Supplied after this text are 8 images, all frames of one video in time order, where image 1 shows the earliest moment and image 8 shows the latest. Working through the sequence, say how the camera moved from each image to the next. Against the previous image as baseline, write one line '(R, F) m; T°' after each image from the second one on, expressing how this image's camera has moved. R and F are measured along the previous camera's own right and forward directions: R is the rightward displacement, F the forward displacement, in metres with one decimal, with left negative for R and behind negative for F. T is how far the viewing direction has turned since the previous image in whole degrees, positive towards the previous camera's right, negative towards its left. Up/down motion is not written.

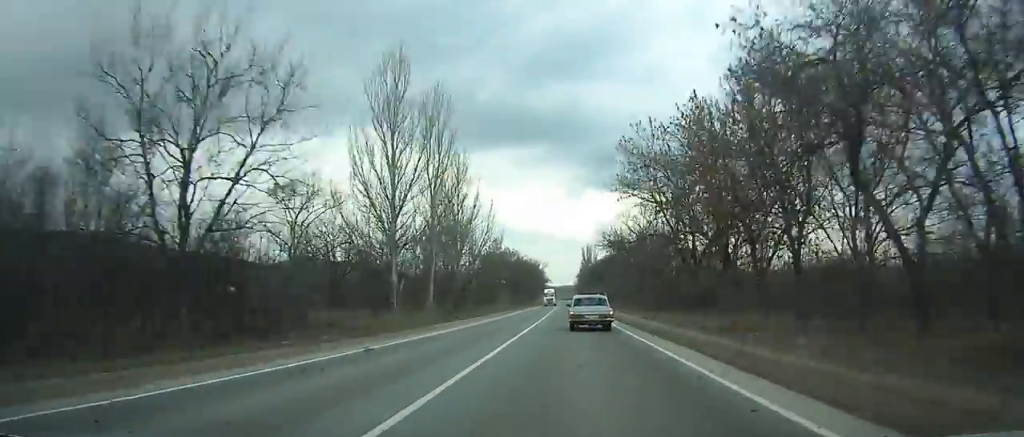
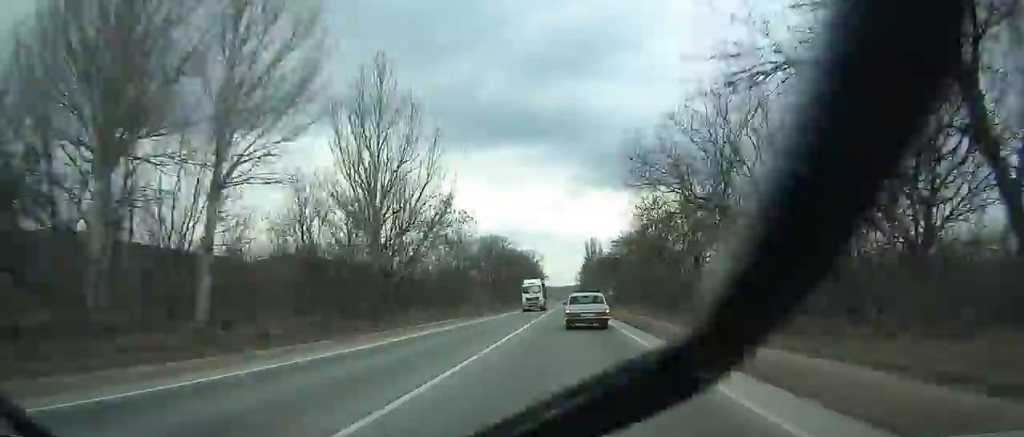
(-0.2, +34.5) m; -1°
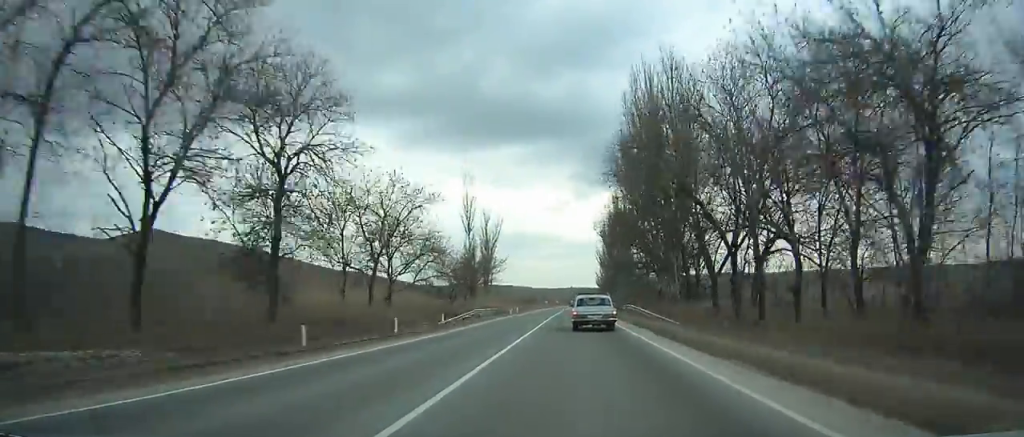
(-0.3, +176.6) m; 0°
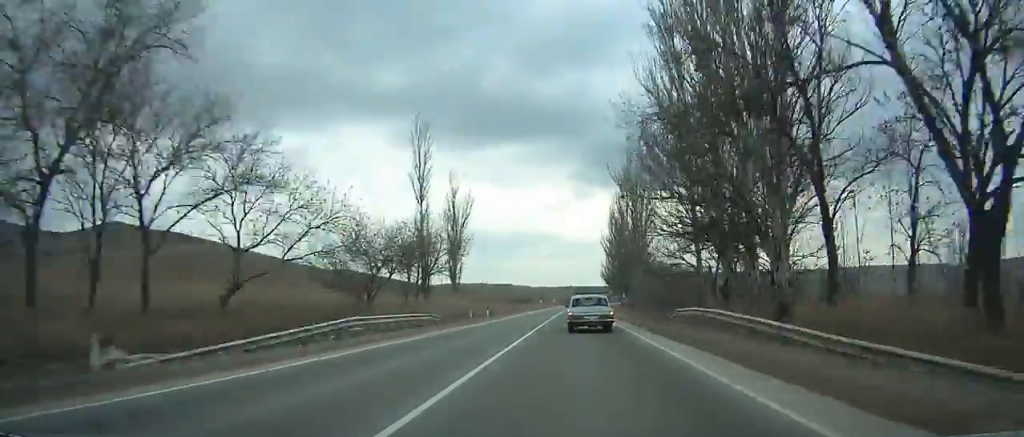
(-0.1, +28.3) m; 0°
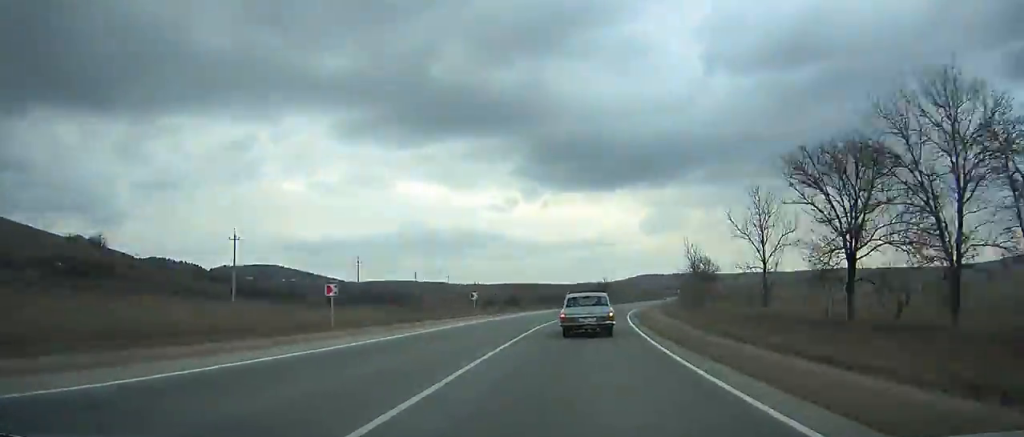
(+5.4, +141.7) m; +9°
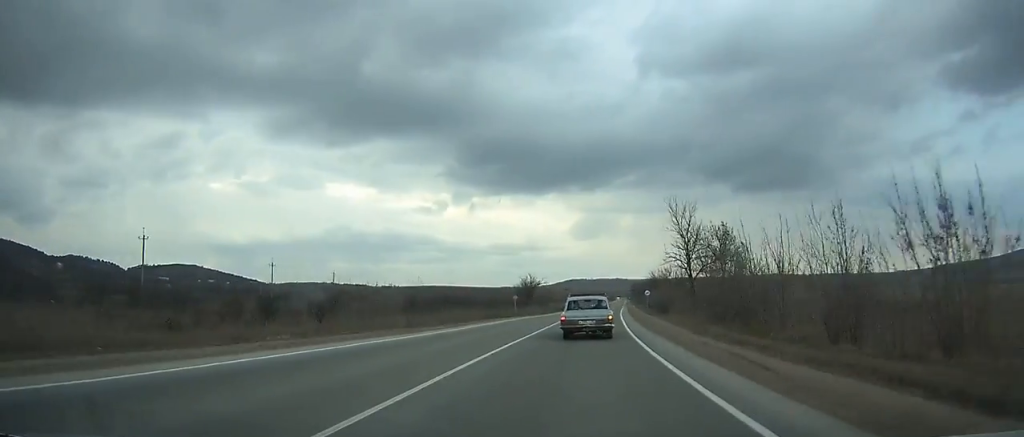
(+3.1, +47.3) m; +4°
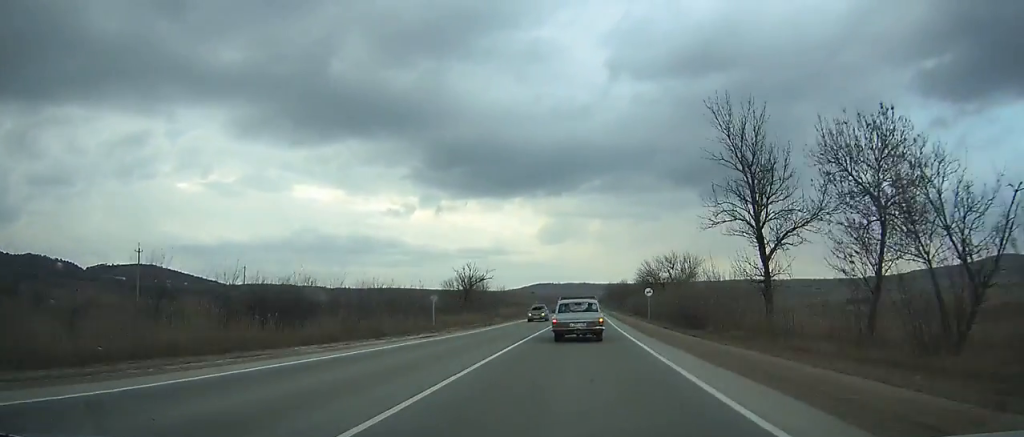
(+0.7, +31.7) m; +3°
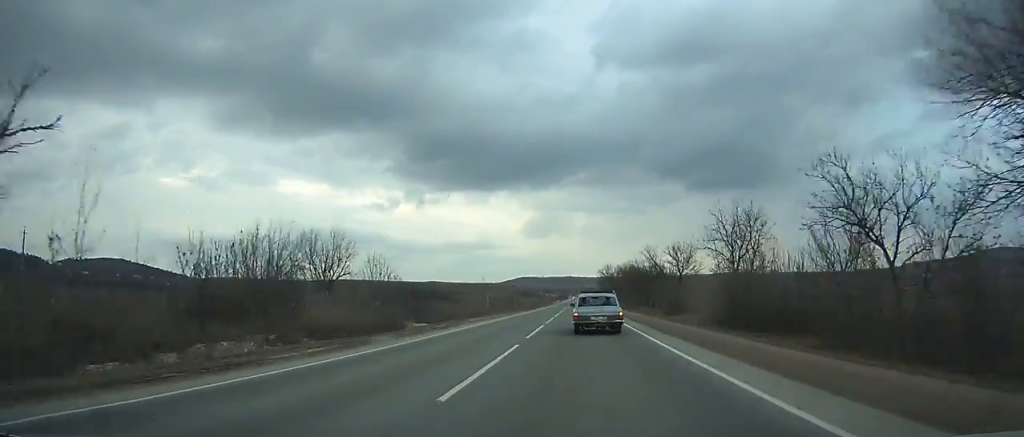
(+1.7, +62.2) m; +1°
